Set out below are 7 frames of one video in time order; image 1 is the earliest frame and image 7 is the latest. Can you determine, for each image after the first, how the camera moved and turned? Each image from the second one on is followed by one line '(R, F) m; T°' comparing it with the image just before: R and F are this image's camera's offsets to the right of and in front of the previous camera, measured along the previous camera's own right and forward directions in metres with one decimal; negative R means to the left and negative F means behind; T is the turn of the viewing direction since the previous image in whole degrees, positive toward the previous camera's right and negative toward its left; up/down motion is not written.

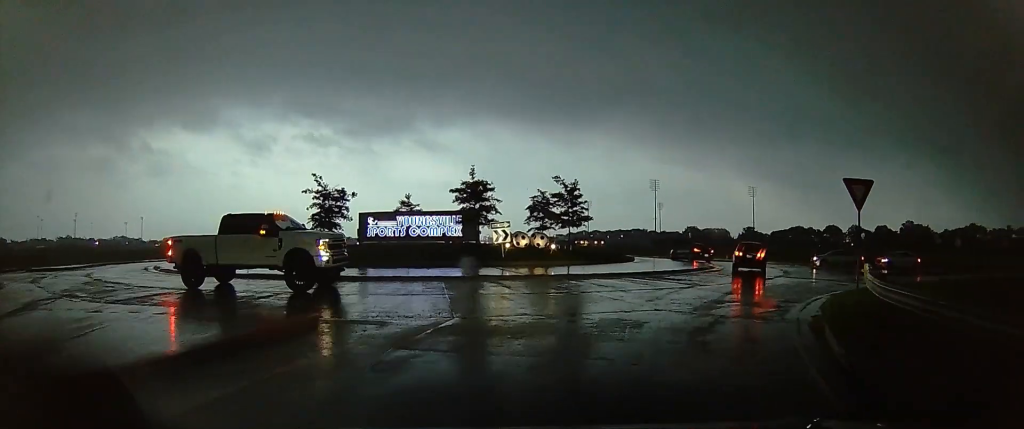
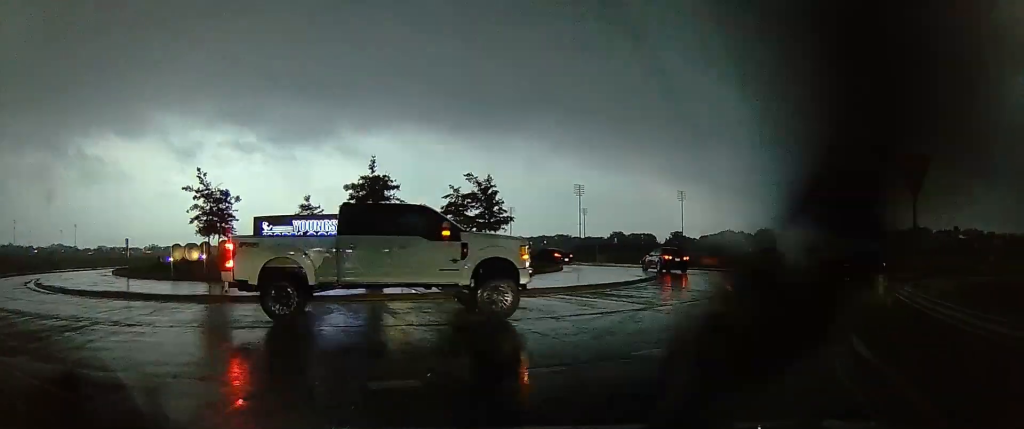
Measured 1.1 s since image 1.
(0.0, +5.5) m; +7°
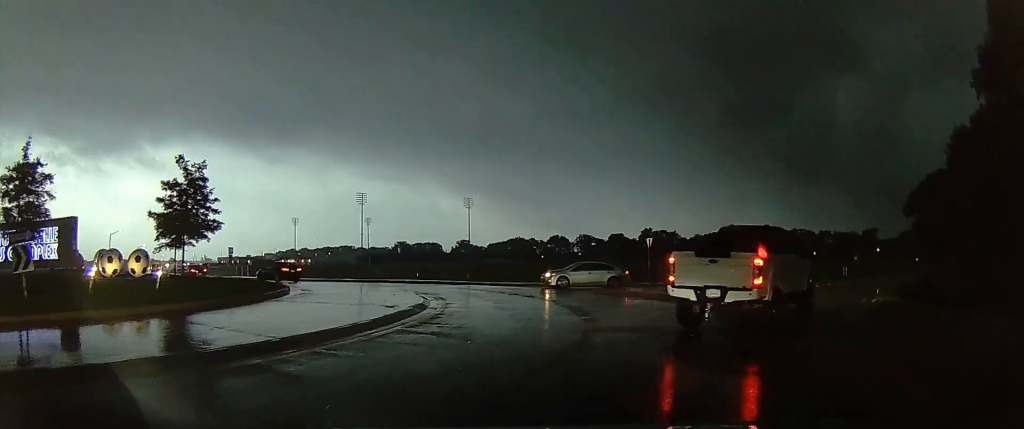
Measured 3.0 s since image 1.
(+2.1, +9.3) m; +22°
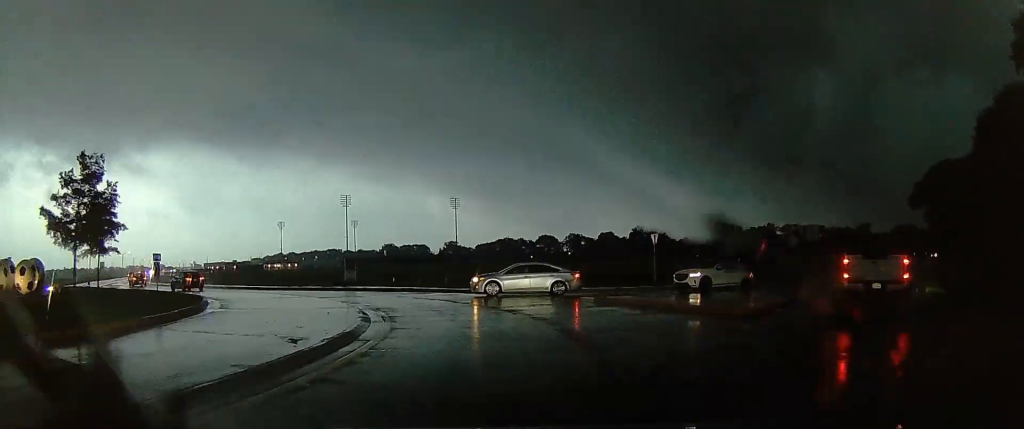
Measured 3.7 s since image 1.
(+0.2, +4.7) m; +4°
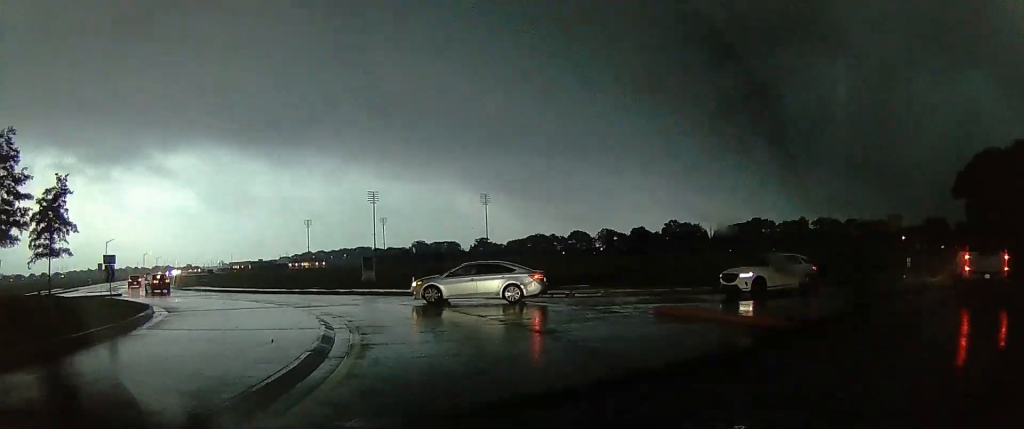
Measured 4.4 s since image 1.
(+0.5, +4.4) m; -2°
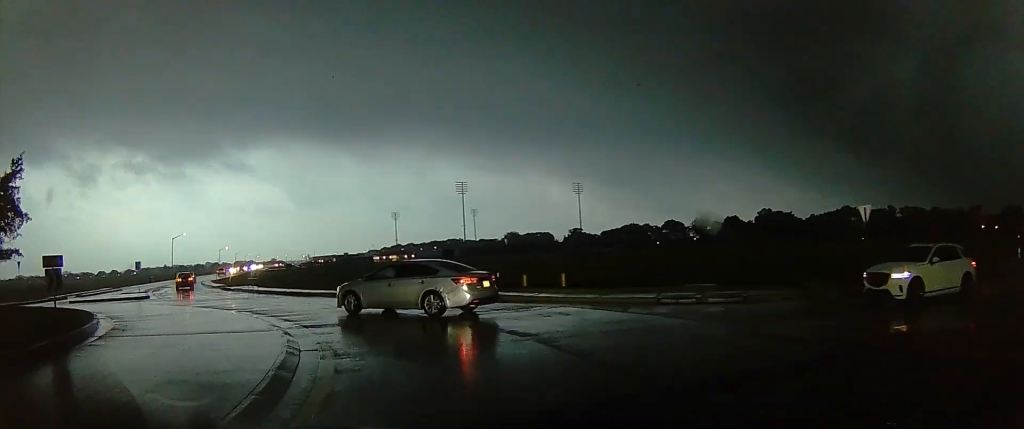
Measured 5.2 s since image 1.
(-0.7, +6.6) m; -10°
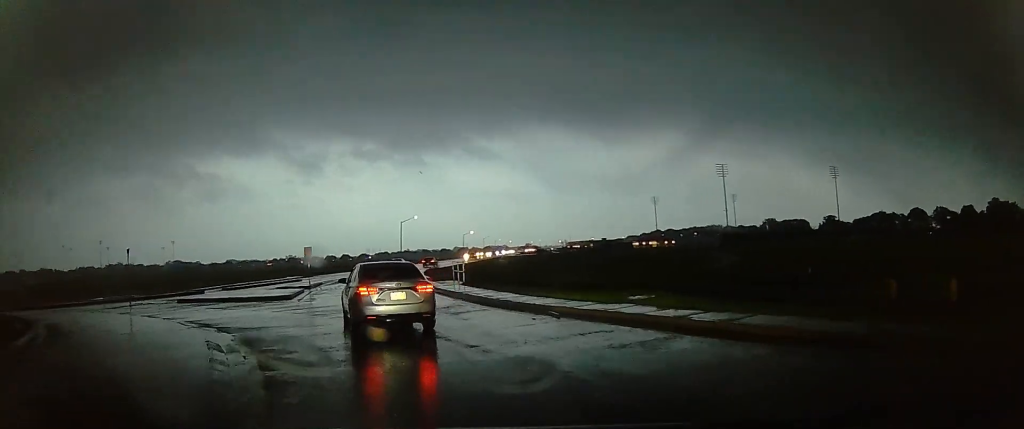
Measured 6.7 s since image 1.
(-2.8, +12.4) m; -28°
